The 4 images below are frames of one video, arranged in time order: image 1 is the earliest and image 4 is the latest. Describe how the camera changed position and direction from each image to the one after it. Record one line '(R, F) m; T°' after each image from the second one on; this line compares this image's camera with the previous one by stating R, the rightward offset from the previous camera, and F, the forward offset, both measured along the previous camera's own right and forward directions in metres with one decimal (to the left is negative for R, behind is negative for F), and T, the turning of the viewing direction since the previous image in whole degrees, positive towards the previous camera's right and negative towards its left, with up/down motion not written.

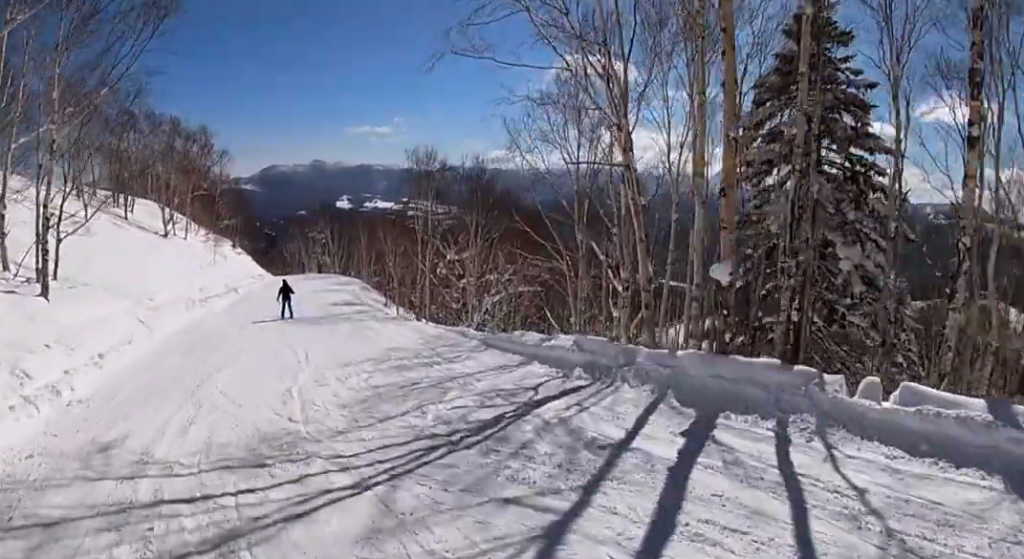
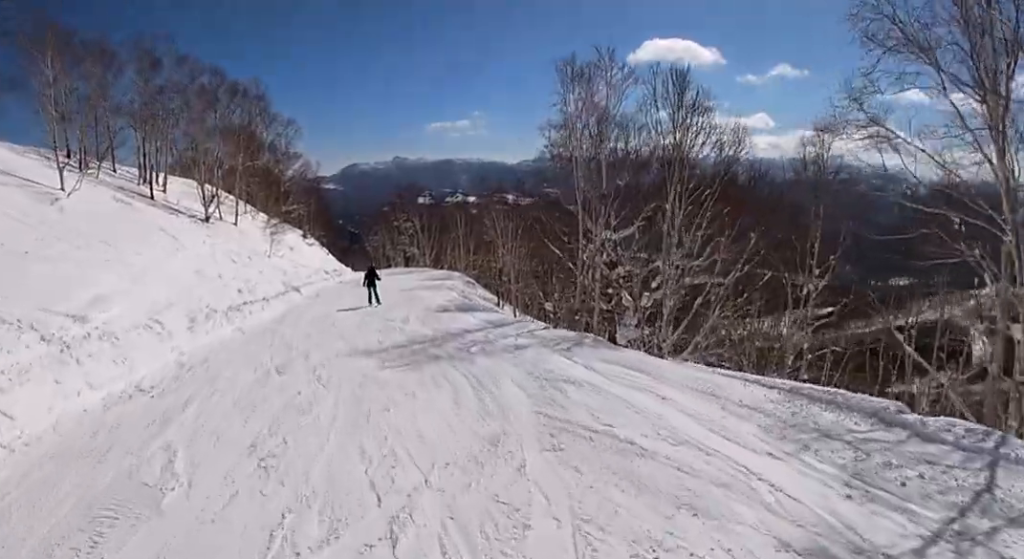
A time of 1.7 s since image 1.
(-1.6, +13.0) m; -3°
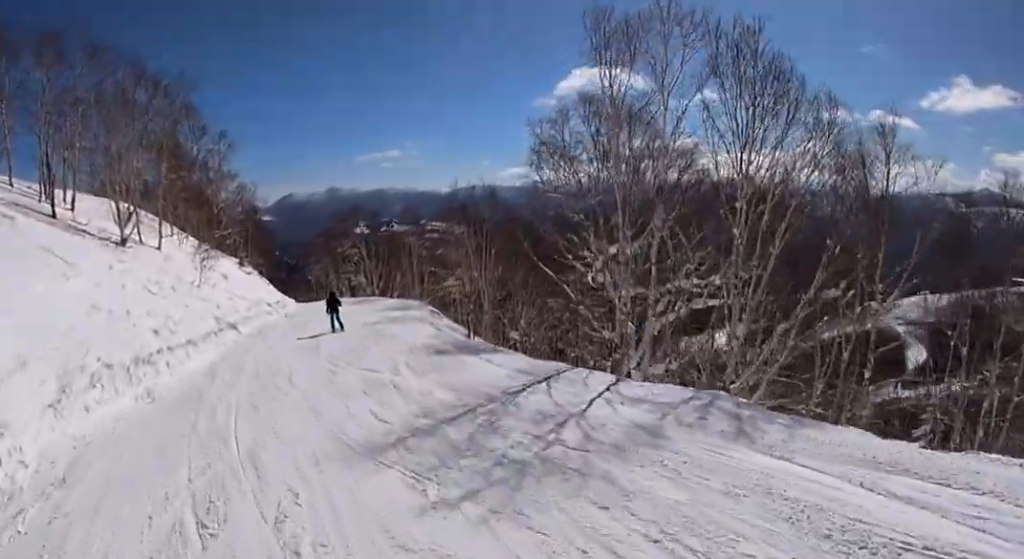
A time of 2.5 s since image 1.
(+0.3, +5.8) m; +7°
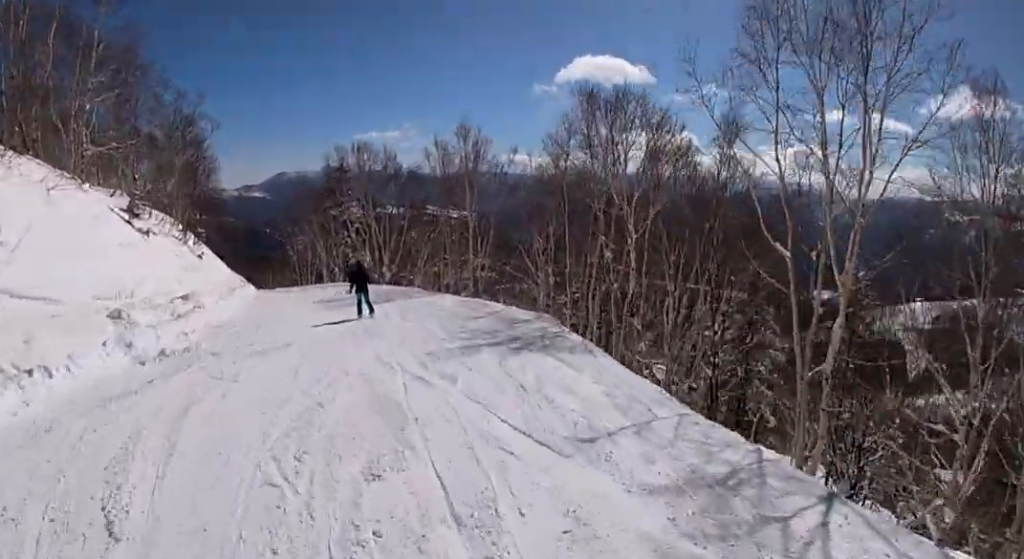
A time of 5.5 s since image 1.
(-0.4, +24.5) m; -5°
